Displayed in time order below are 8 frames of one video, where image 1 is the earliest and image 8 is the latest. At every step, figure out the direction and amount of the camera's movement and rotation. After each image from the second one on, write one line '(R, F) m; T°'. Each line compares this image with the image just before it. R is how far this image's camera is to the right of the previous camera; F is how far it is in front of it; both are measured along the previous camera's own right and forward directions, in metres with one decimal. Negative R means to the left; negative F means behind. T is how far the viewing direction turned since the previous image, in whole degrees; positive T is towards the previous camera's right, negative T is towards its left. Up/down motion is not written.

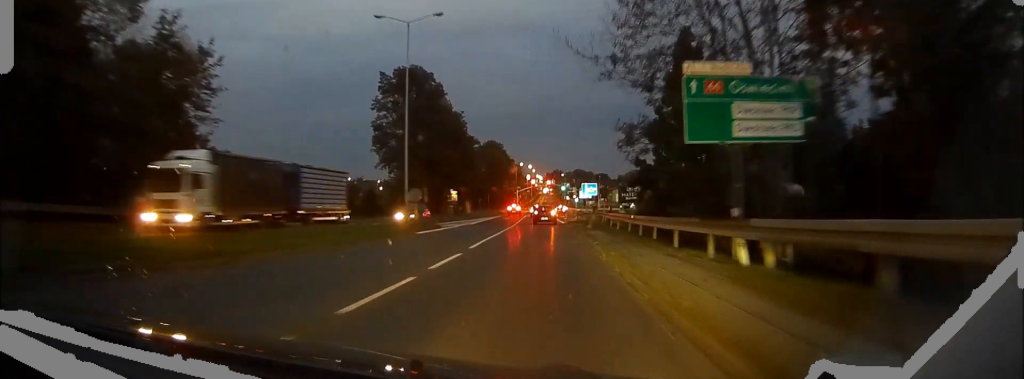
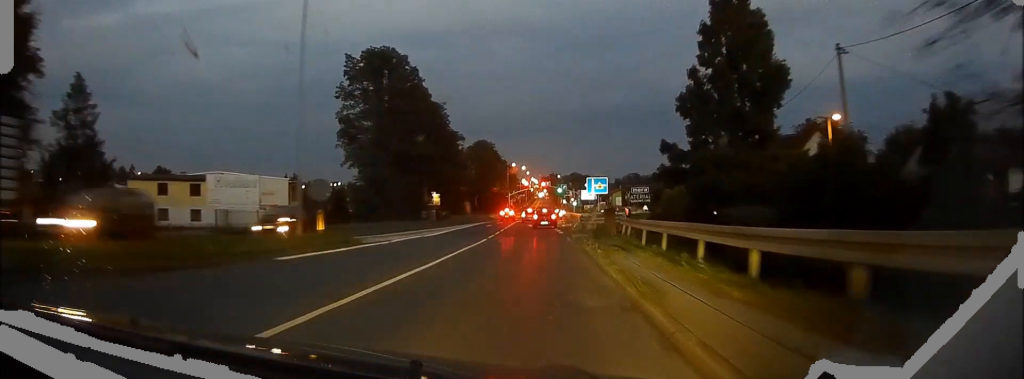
(0.0, +15.6) m; 0°
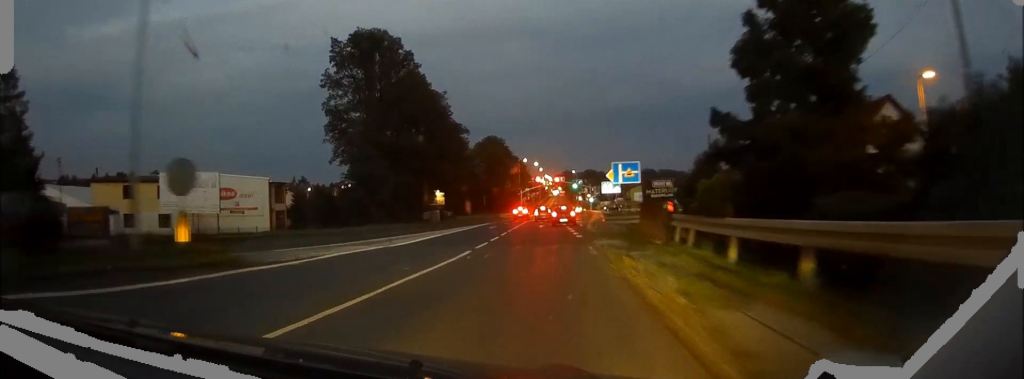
(0.0, +10.2) m; 0°
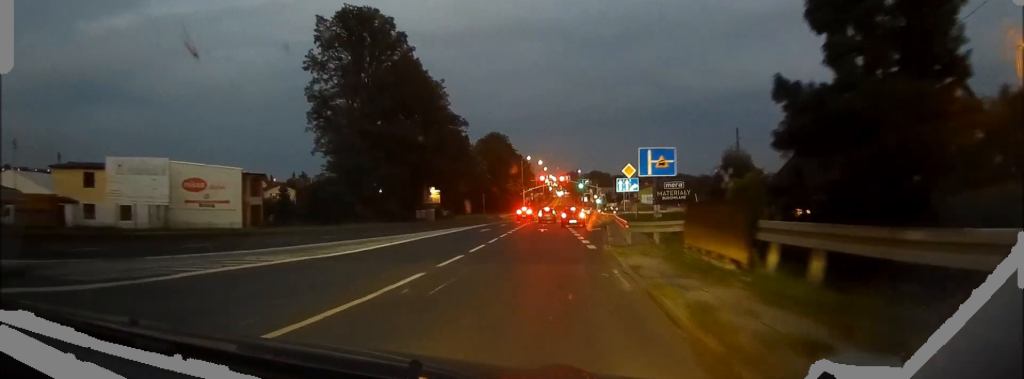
(0.0, +7.9) m; 0°
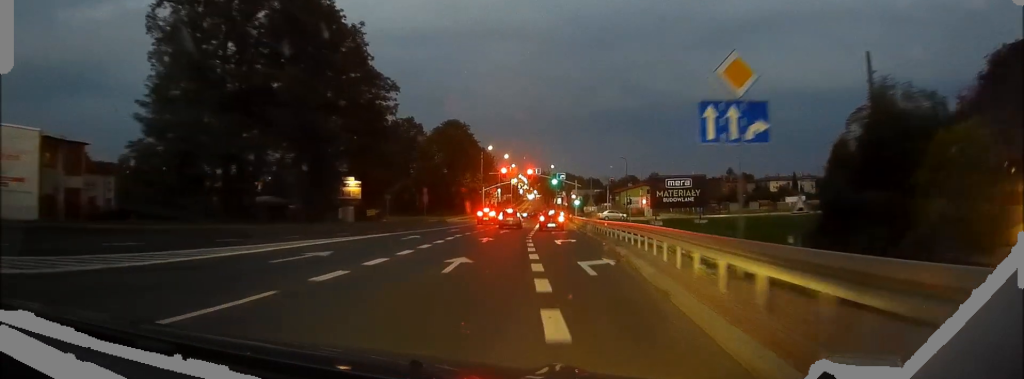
(+0.2, +27.9) m; +1°
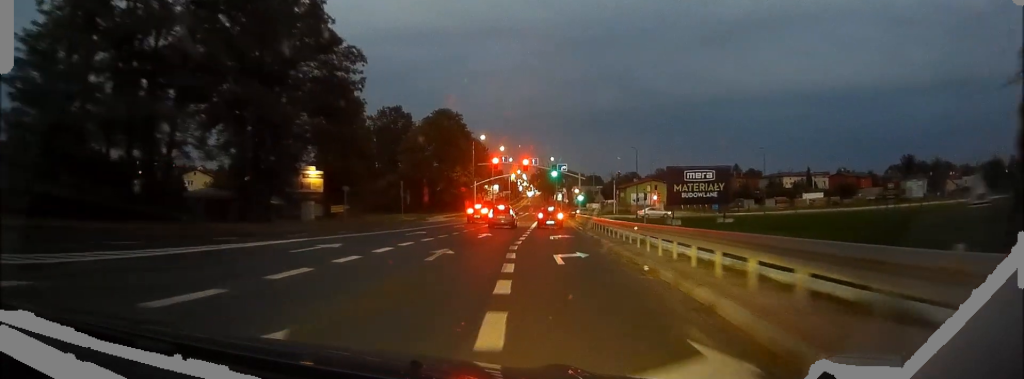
(+0.1, +12.4) m; 0°
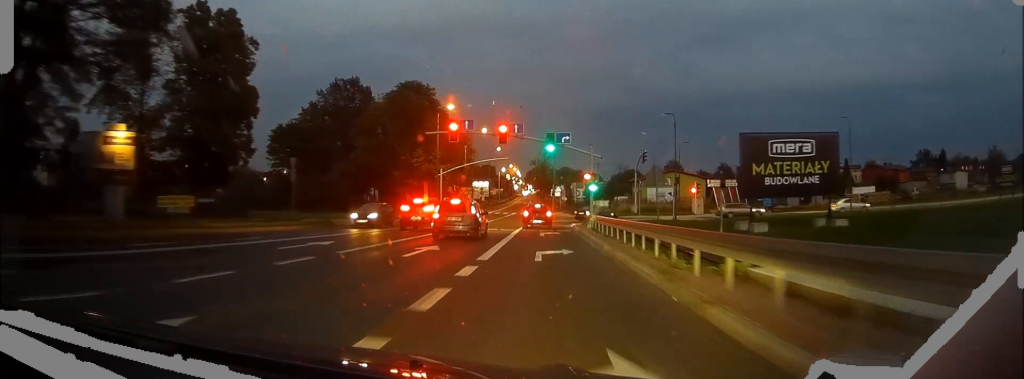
(0.0, +30.1) m; 0°
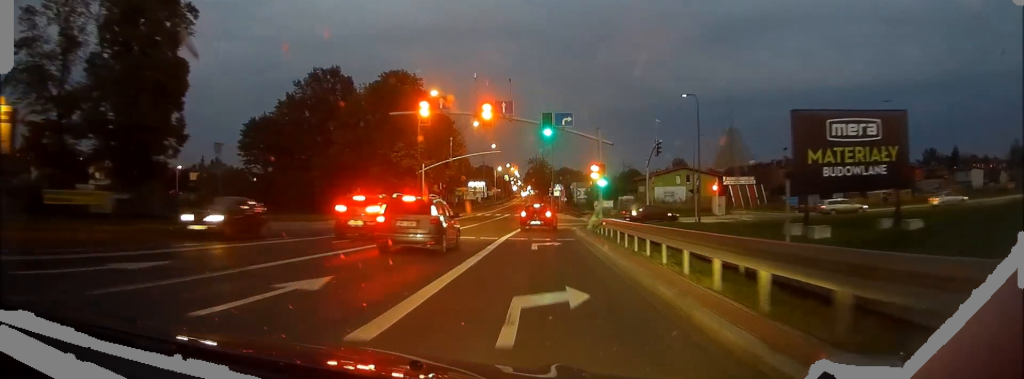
(0.0, +9.9) m; 0°
